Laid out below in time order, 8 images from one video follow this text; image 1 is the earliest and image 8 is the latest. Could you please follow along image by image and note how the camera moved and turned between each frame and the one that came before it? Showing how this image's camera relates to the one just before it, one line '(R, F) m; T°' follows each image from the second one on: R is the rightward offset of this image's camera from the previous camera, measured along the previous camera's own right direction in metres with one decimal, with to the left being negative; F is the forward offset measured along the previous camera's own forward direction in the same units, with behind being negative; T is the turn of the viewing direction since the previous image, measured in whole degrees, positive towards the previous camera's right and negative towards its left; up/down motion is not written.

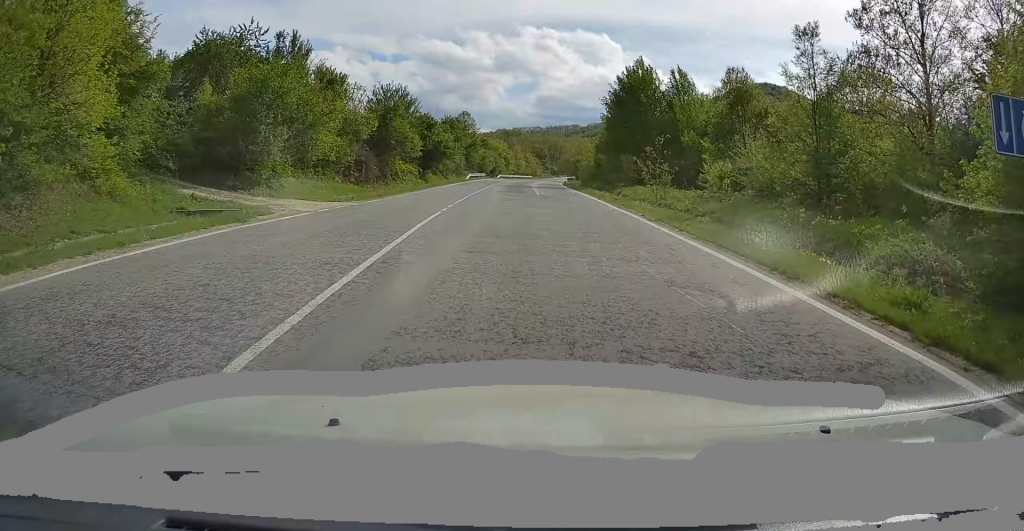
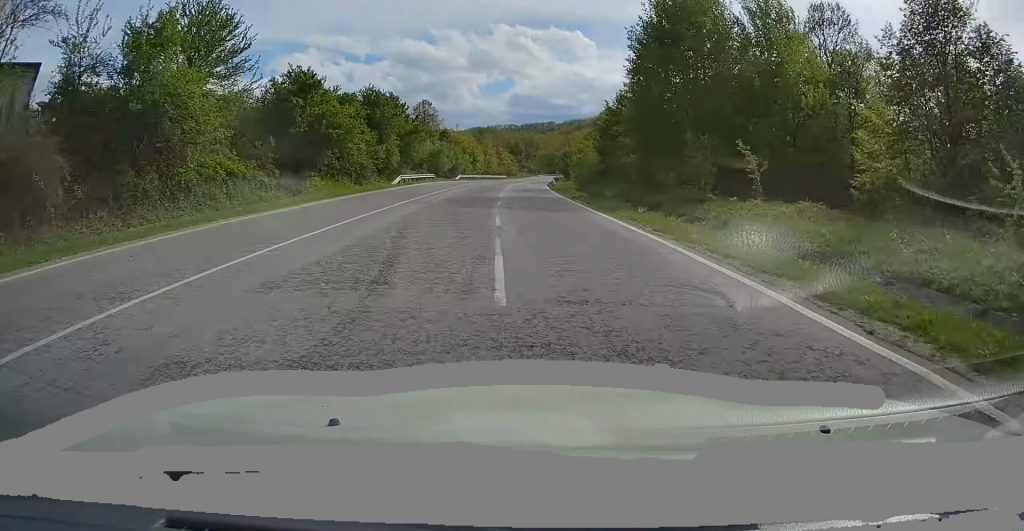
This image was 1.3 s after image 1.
(+0.8, +31.1) m; +2°
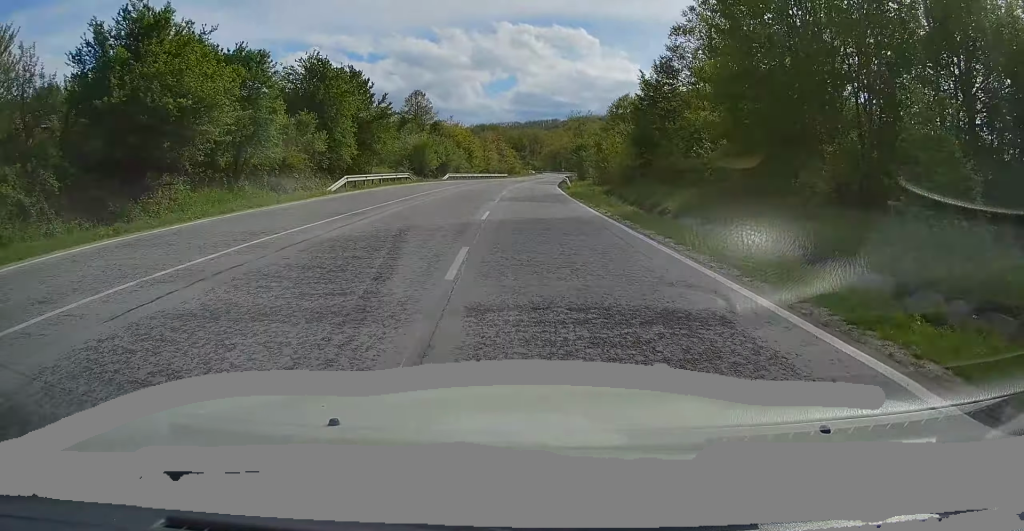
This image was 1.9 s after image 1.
(+0.1, +16.4) m; 0°
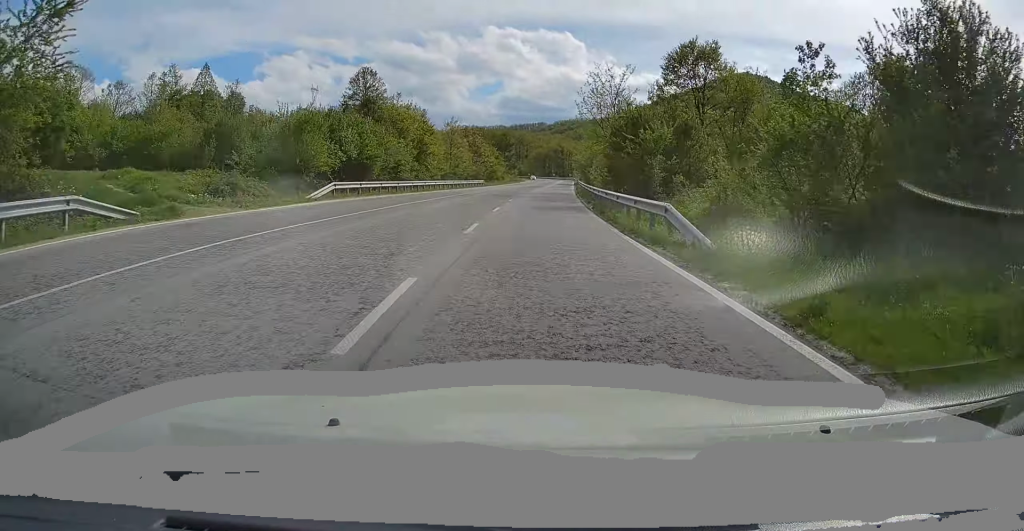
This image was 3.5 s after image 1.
(+0.3, +38.3) m; +2°
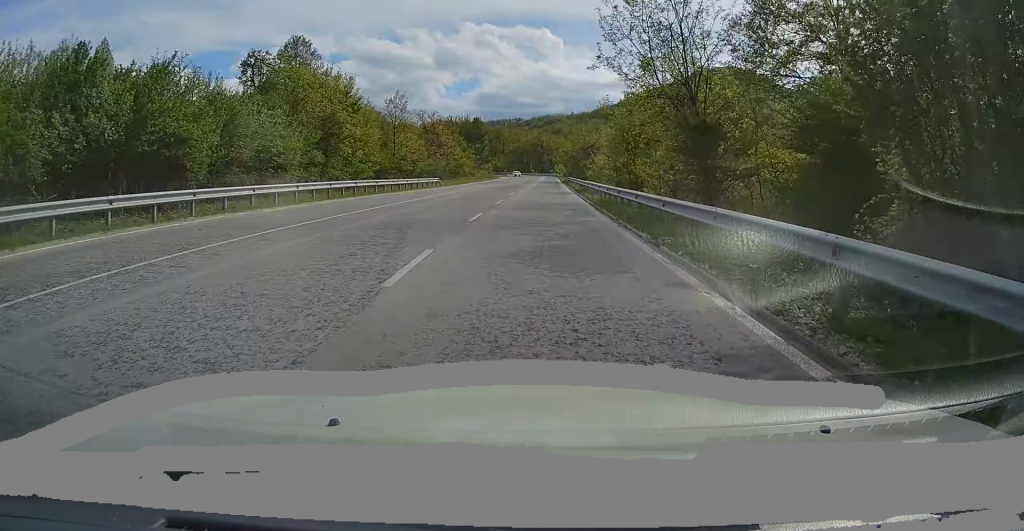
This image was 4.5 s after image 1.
(+0.3, +24.4) m; +2°
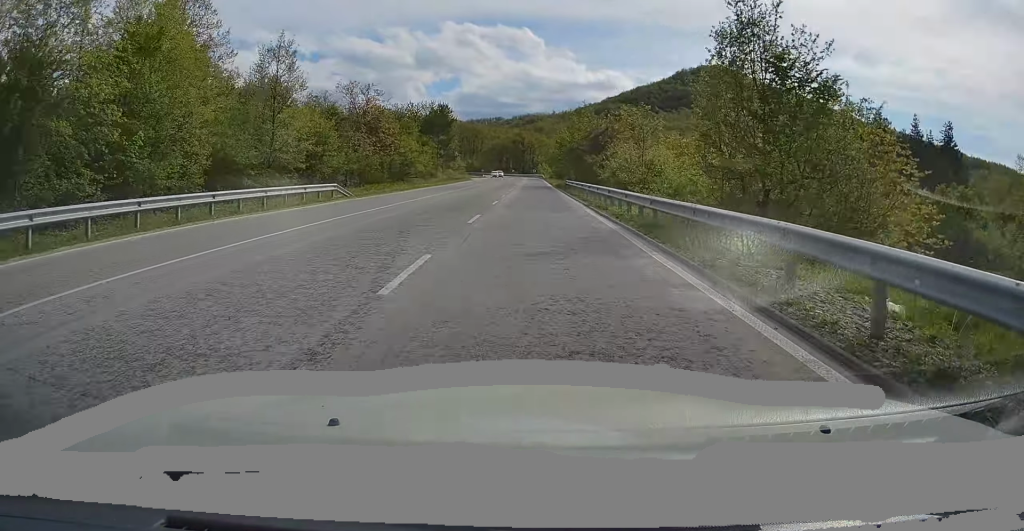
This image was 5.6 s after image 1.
(+0.5, +26.6) m; +2°
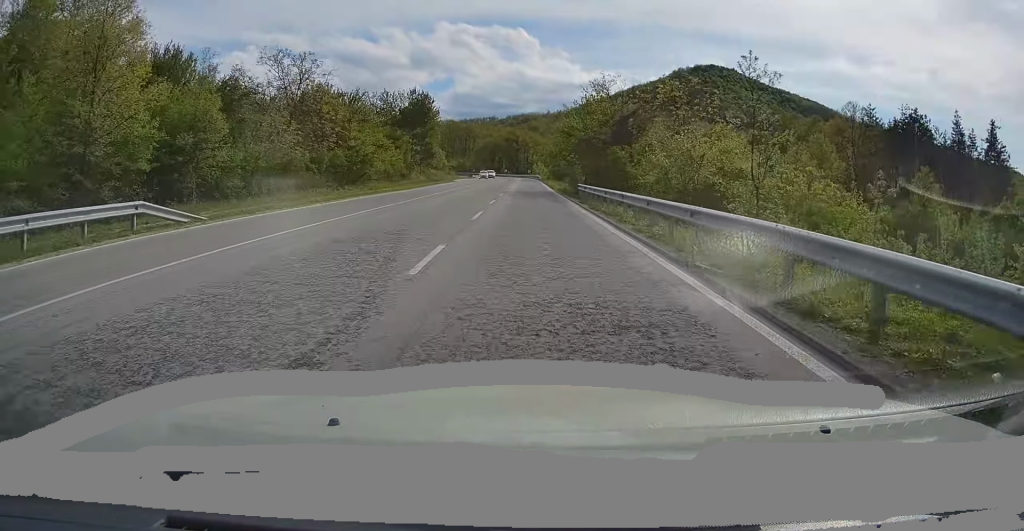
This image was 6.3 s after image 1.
(+0.2, +16.1) m; +1°
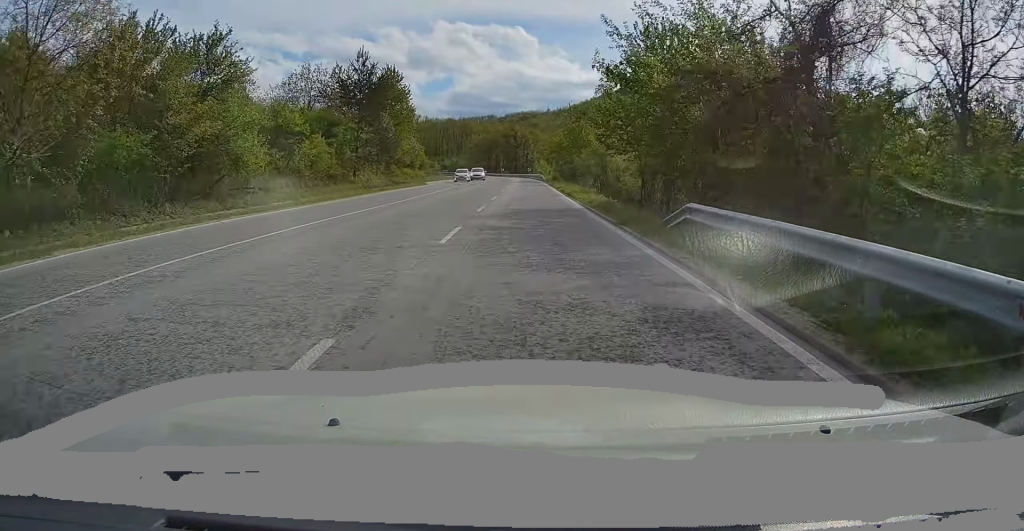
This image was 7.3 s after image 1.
(0.0, +24.0) m; 0°
